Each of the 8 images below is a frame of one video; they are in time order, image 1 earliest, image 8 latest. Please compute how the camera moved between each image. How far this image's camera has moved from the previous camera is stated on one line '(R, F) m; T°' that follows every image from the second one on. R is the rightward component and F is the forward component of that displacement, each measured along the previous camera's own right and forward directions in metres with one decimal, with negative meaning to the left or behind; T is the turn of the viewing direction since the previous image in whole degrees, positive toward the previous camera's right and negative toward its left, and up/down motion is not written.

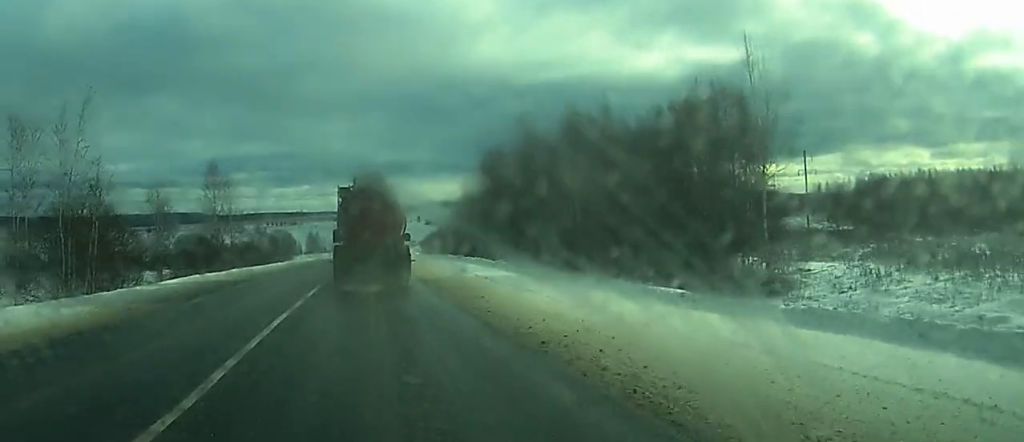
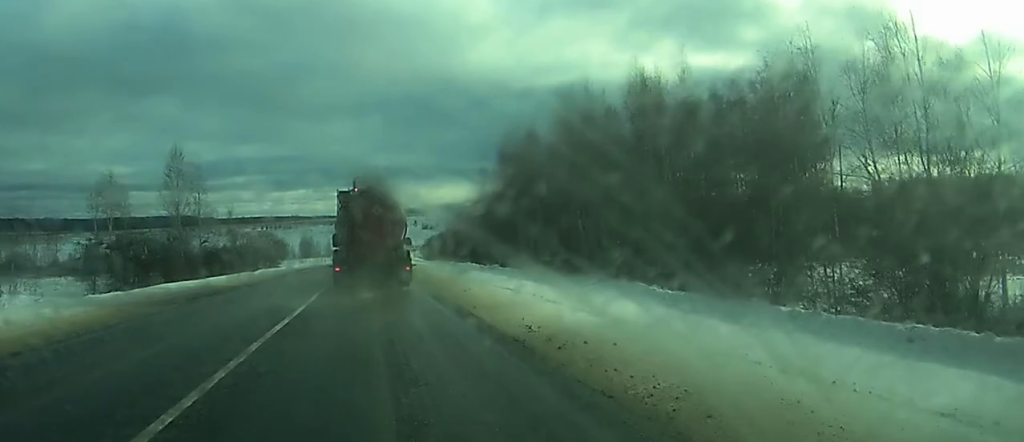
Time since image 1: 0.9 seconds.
(+0.1, +17.8) m; 0°
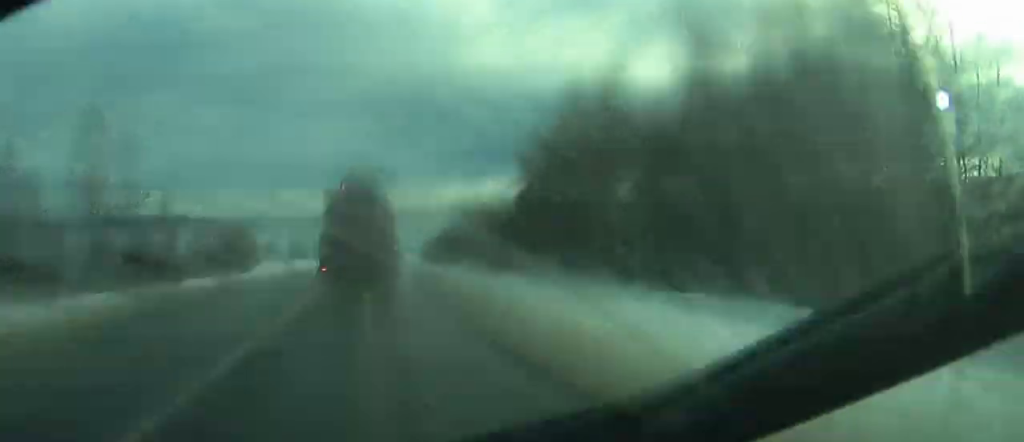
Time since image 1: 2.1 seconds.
(0.0, +24.6) m; 0°
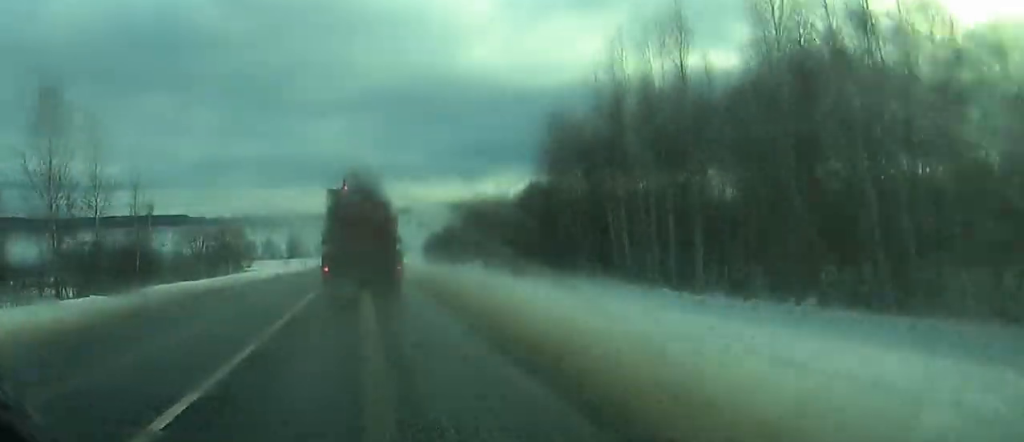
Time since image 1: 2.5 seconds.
(-0.1, +8.0) m; 0°
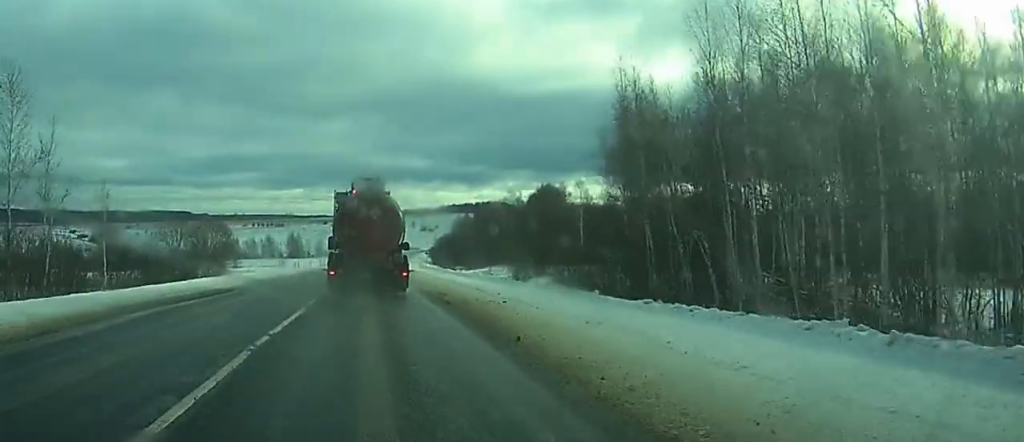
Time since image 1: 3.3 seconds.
(+0.2, +15.4) m; +1°
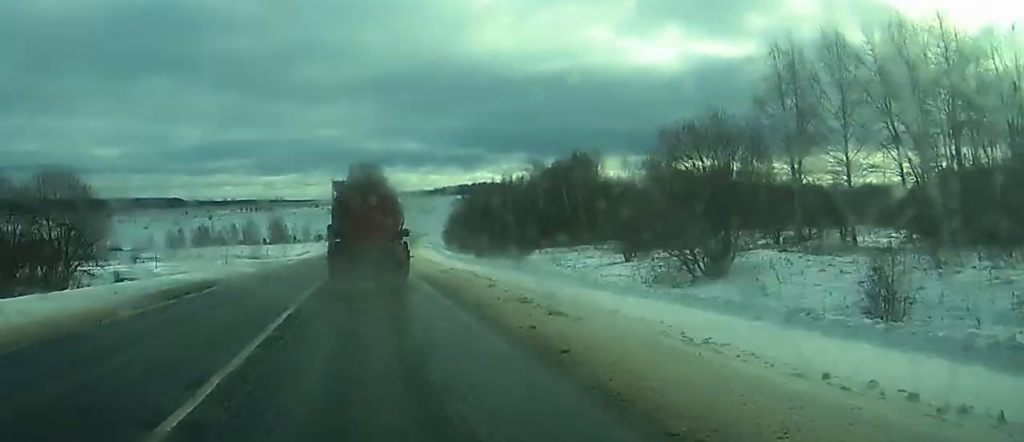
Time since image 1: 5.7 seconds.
(+0.3, +48.6) m; 0°
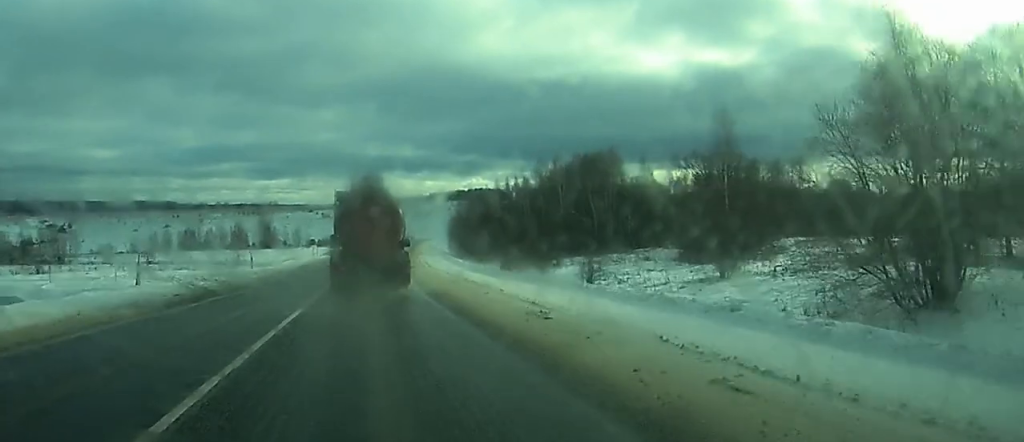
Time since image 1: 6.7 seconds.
(0.0, +19.2) m; 0°
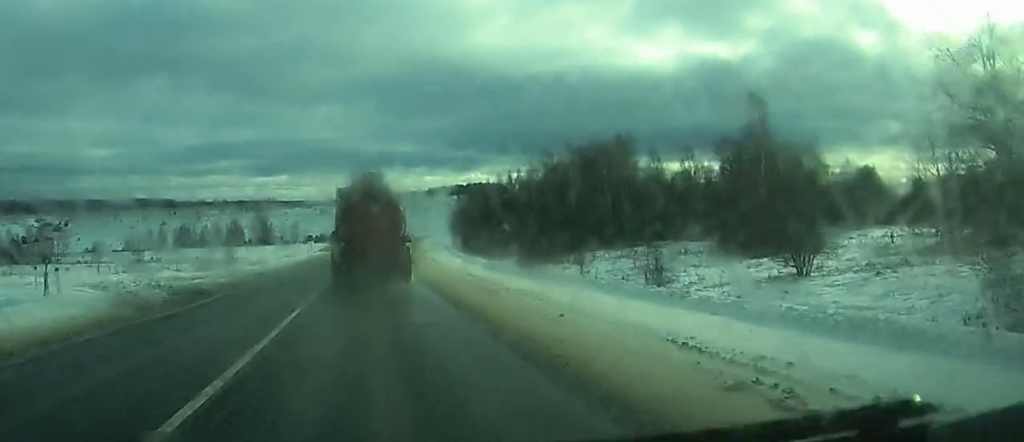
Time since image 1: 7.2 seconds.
(0.0, +9.2) m; 0°
